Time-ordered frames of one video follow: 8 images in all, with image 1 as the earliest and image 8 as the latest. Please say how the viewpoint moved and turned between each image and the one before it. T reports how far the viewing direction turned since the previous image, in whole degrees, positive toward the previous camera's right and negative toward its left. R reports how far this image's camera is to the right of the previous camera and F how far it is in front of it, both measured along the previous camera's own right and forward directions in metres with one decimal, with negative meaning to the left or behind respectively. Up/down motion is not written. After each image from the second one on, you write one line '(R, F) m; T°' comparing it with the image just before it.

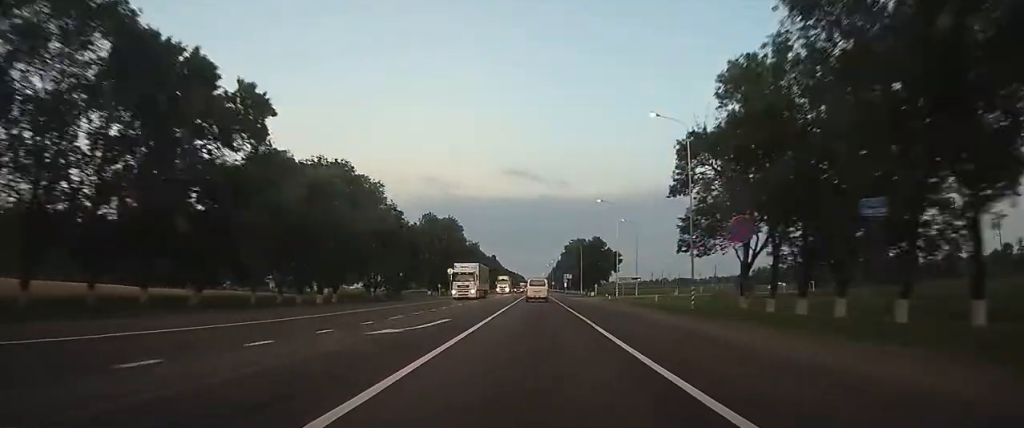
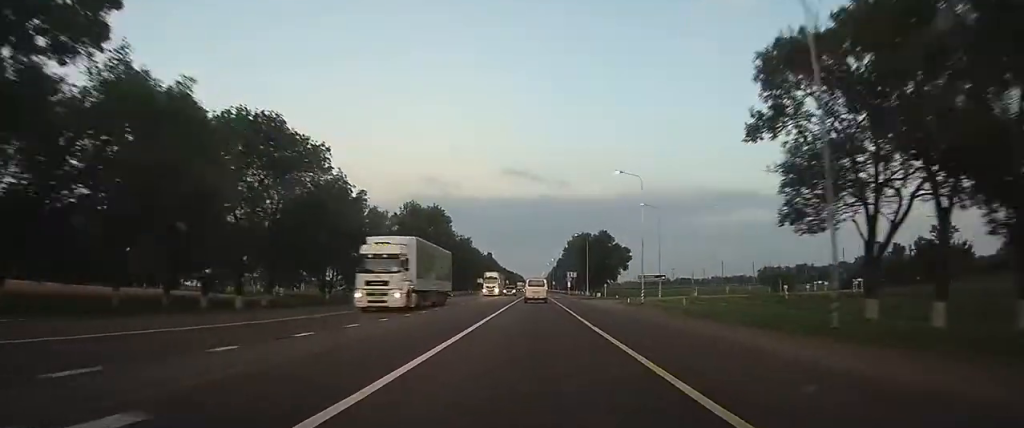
(0.0, +17.4) m; 0°
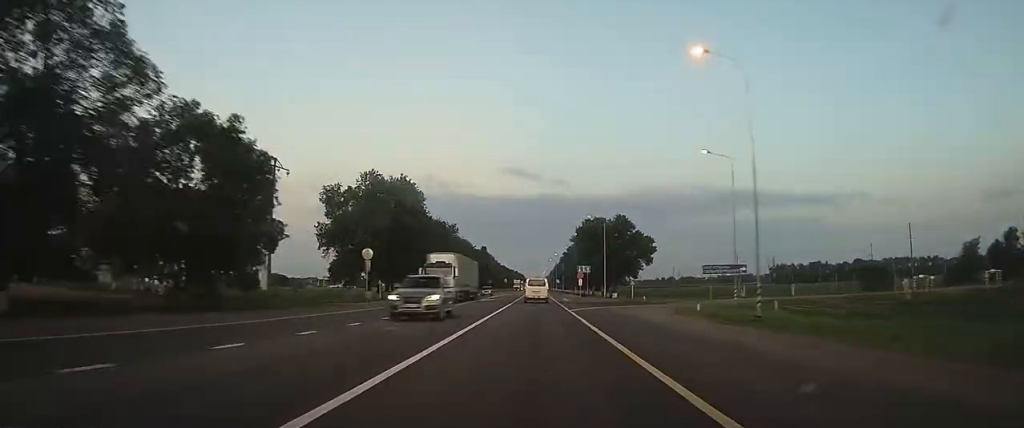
(0.0, +28.0) m; 0°
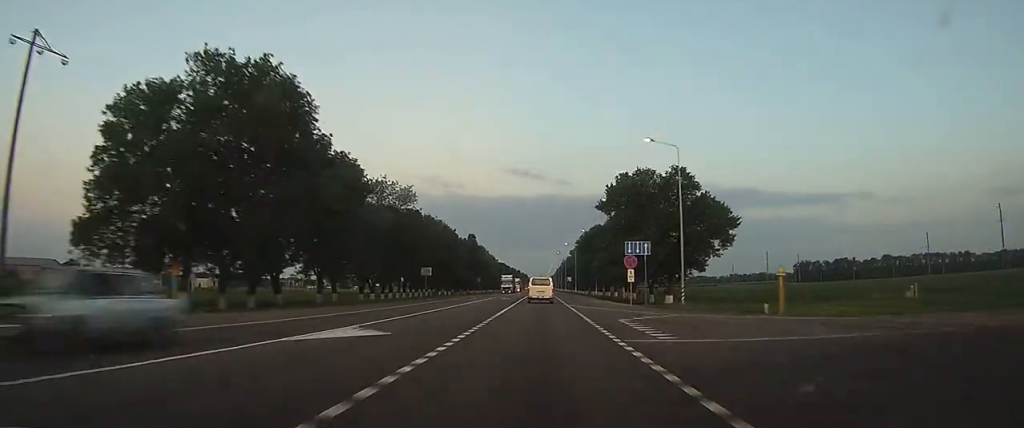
(+0.1, +44.9) m; 0°
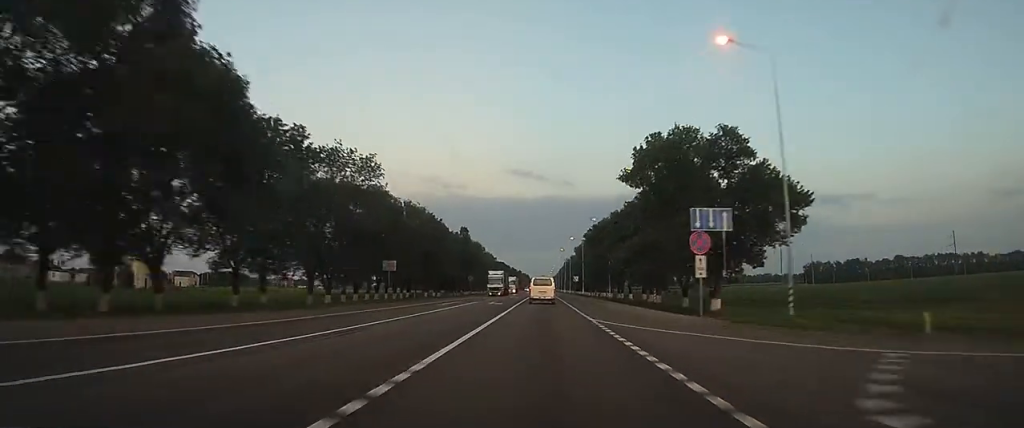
(0.0, +17.9) m; 0°
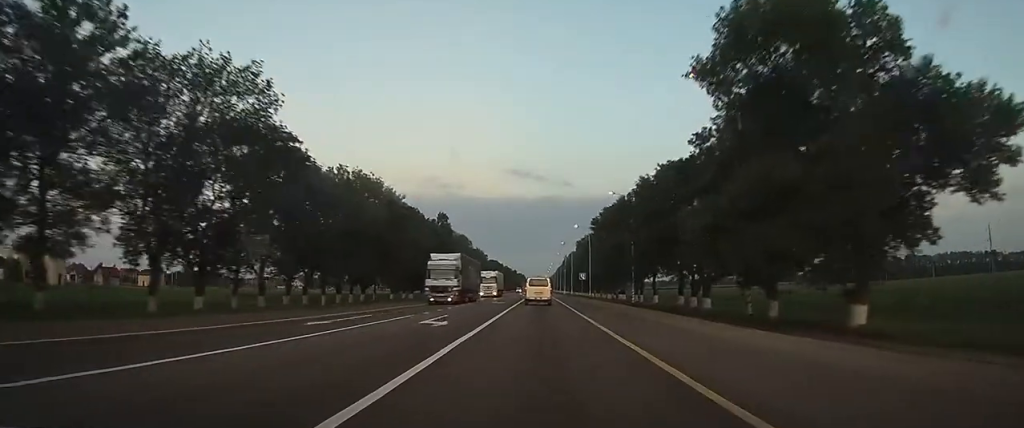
(0.0, +24.4) m; 0°
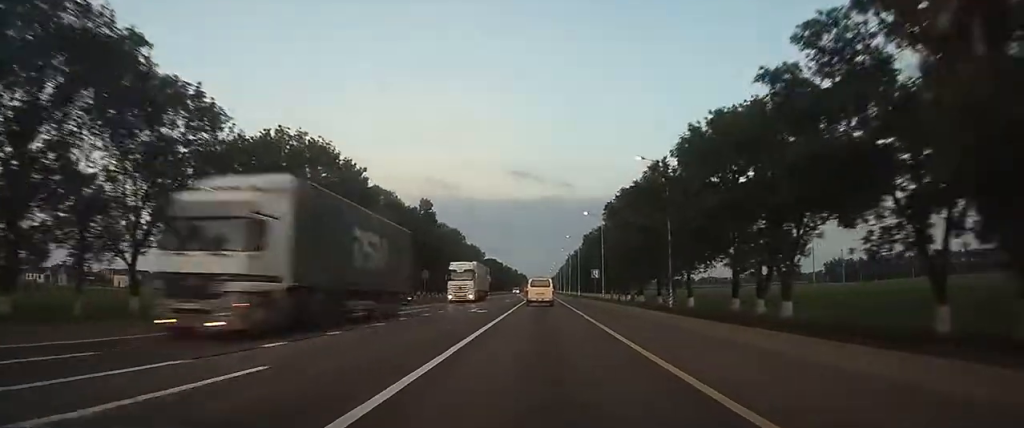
(0.0, +17.1) m; 0°
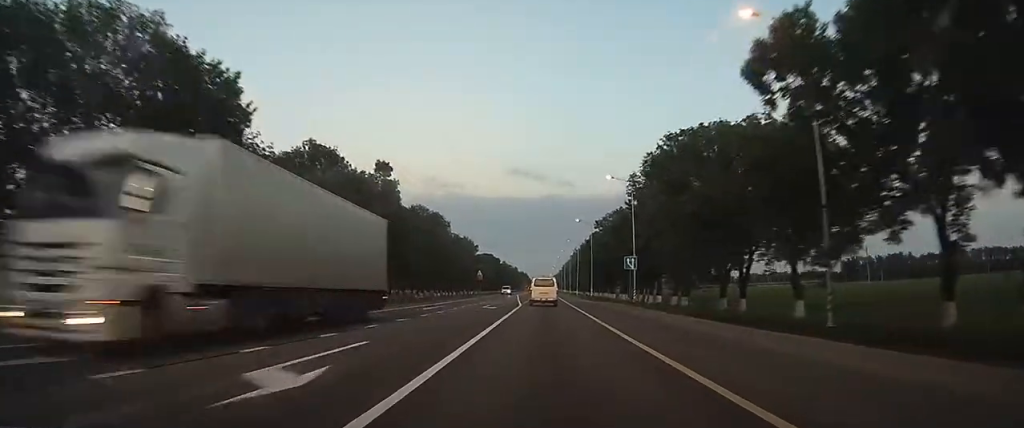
(0.0, +25.3) m; 0°
